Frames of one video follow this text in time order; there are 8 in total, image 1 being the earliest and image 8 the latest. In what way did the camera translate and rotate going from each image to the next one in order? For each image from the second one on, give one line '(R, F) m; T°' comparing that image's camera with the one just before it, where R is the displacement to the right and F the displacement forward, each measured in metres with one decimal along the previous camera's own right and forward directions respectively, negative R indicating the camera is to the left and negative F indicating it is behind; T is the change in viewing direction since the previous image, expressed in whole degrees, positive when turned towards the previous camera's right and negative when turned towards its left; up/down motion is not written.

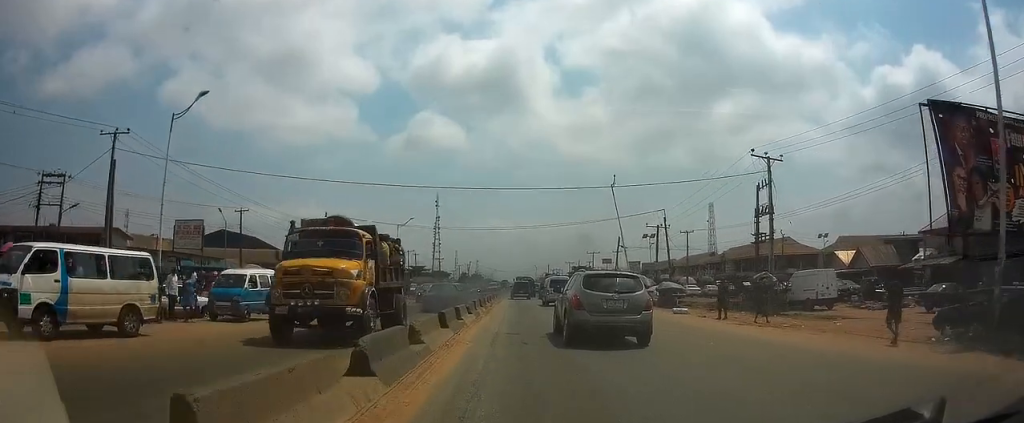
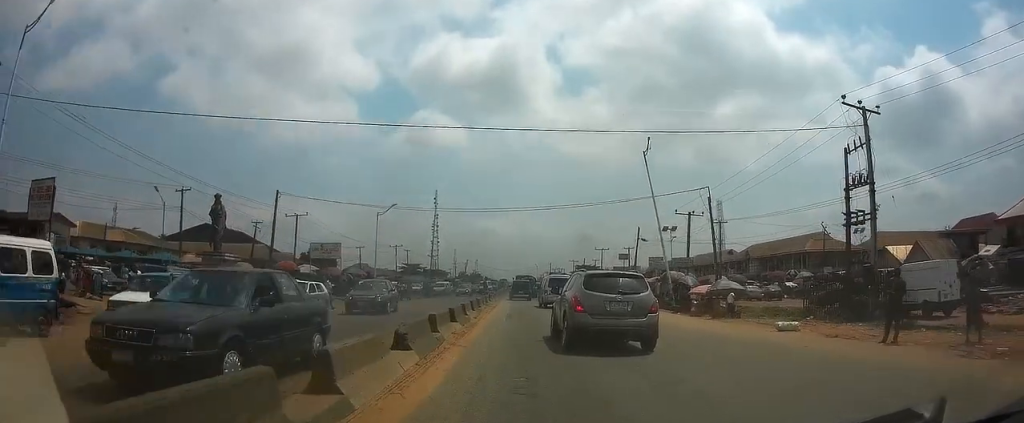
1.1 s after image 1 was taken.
(+0.1, +11.7) m; 0°
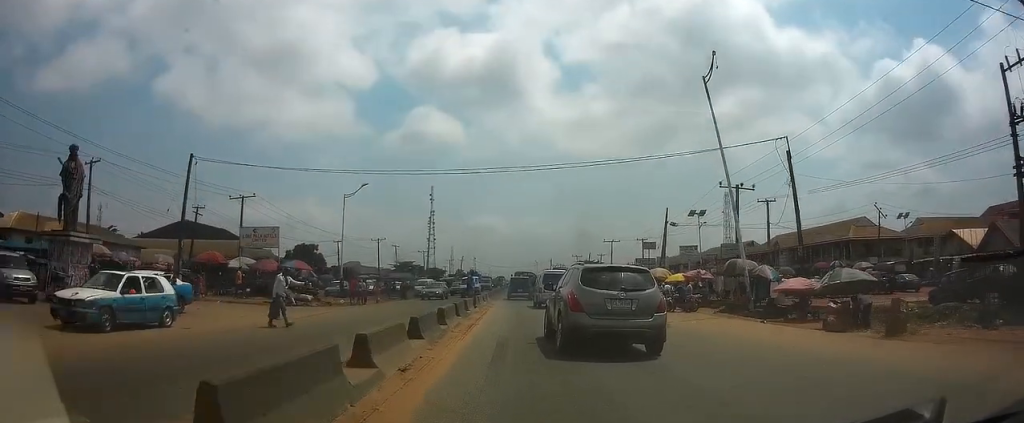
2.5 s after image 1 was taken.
(0.0, +12.5) m; 0°
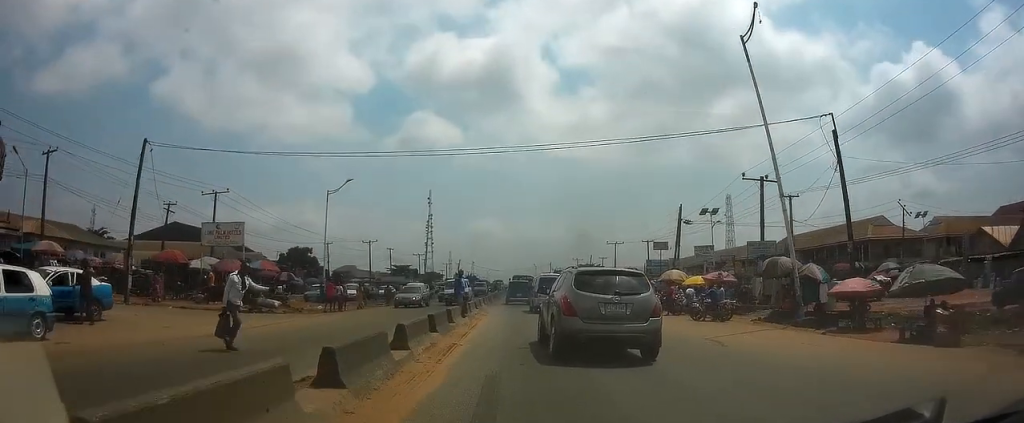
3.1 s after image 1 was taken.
(0.0, +4.6) m; 0°
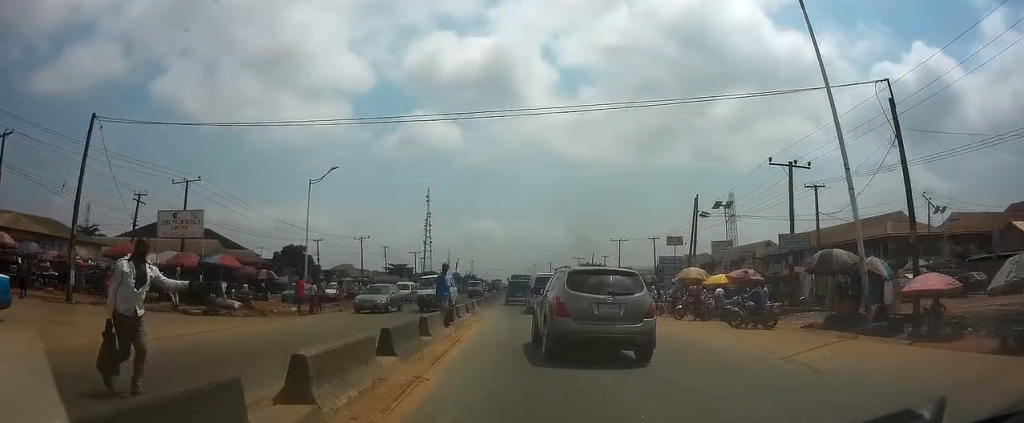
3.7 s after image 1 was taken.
(0.0, +4.5) m; 0°
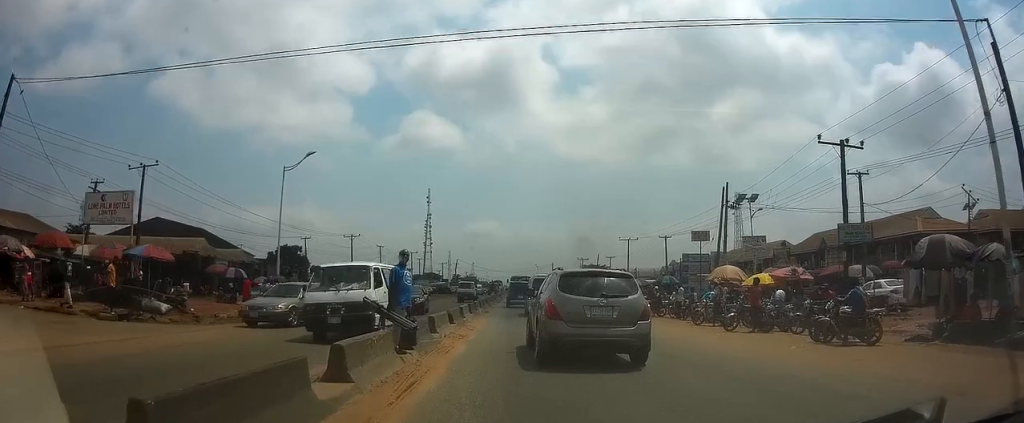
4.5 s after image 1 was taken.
(-0.1, +5.9) m; 0°
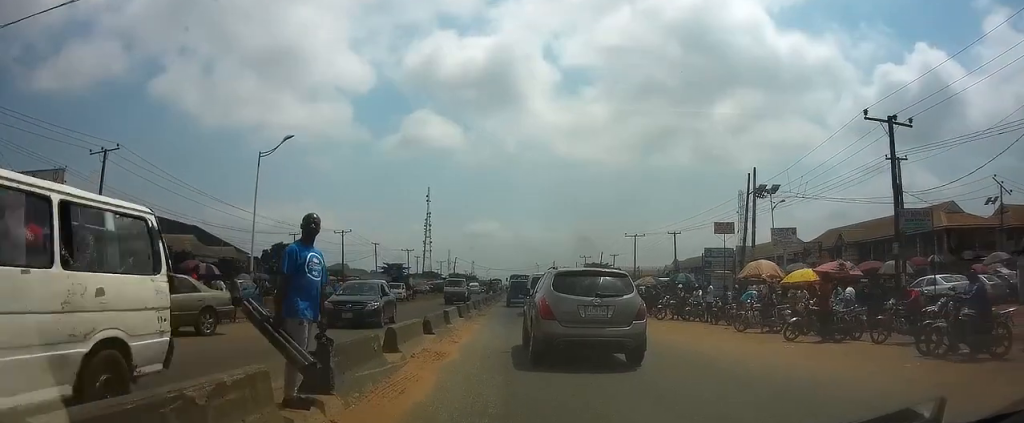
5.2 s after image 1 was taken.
(+0.1, +4.3) m; 0°
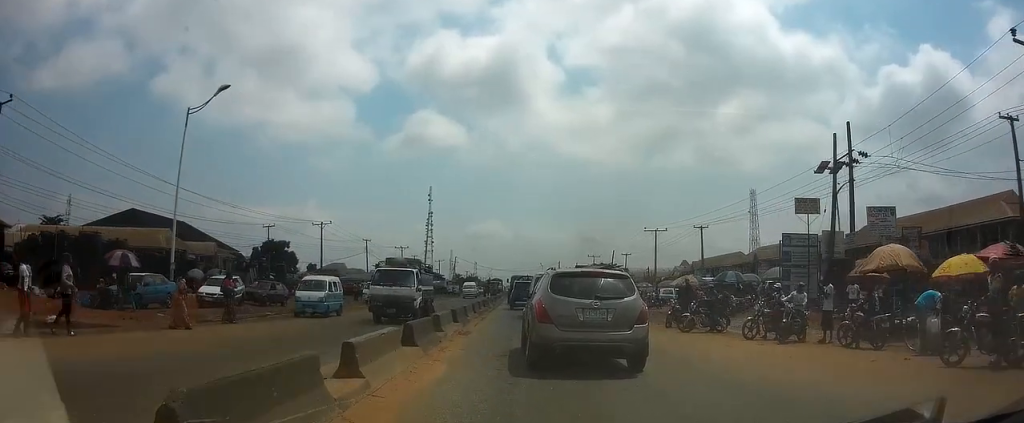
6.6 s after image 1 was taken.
(0.0, +9.7) m; 0°
